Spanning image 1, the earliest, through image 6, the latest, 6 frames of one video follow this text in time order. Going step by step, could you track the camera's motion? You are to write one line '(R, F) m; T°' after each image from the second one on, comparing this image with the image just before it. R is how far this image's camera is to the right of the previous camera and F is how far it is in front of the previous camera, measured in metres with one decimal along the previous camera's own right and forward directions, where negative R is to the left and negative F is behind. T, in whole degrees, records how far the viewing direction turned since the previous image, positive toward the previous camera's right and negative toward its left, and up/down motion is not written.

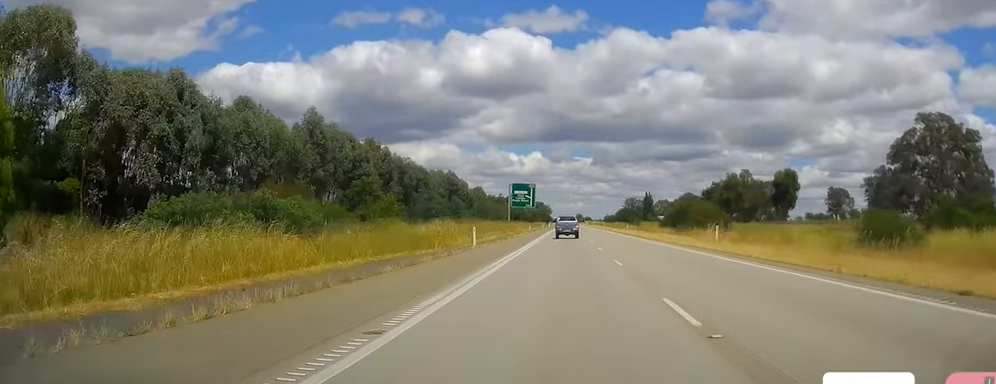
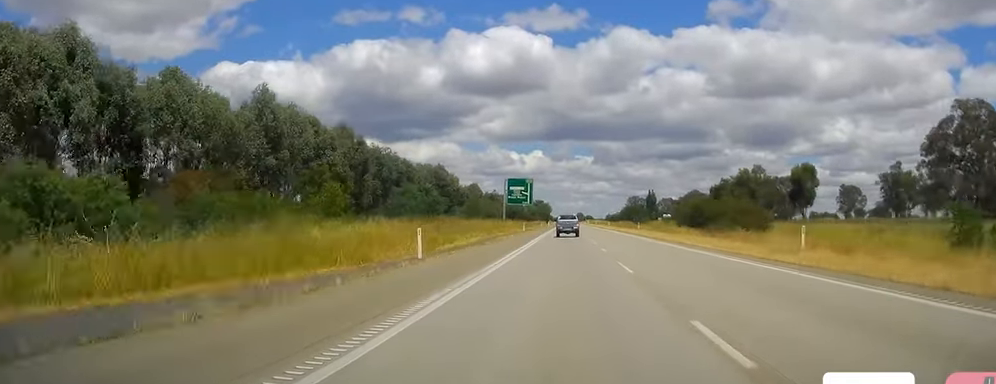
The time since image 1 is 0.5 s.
(+0.6, +15.3) m; 0°
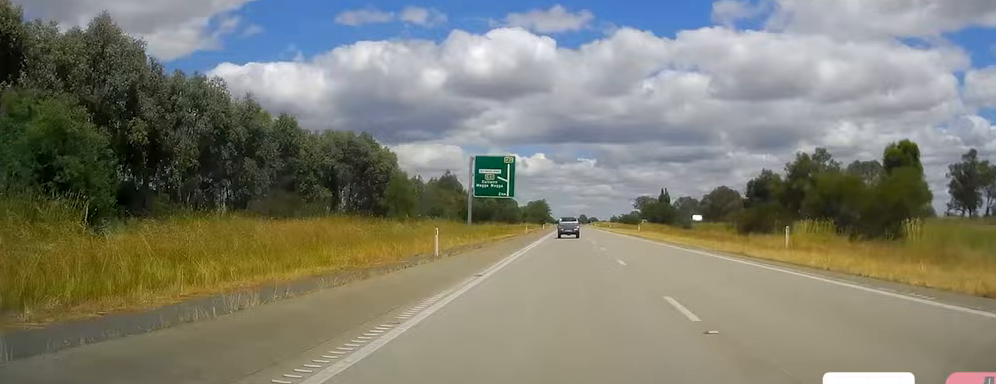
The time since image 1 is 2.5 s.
(0.0, +57.4) m; 0°
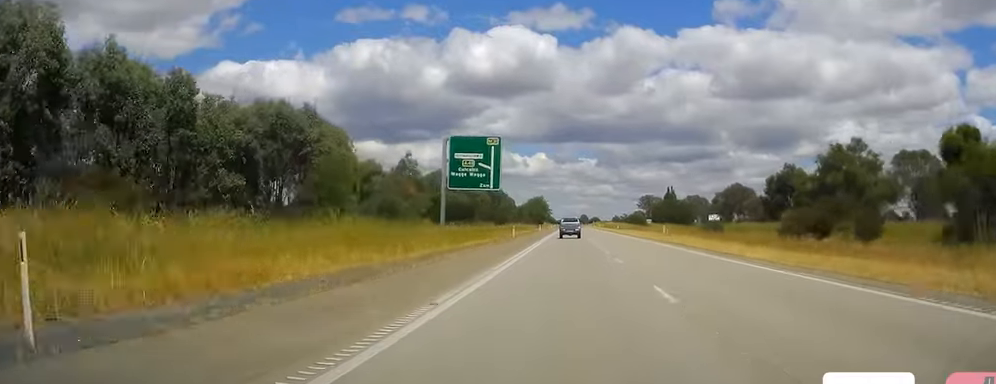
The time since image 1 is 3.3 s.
(0.0, +21.9) m; 0°
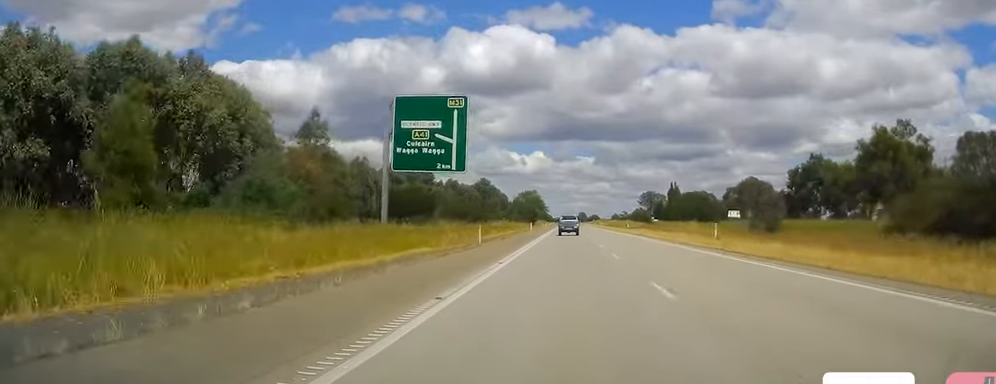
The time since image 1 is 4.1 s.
(-0.5, +23.9) m; 0°
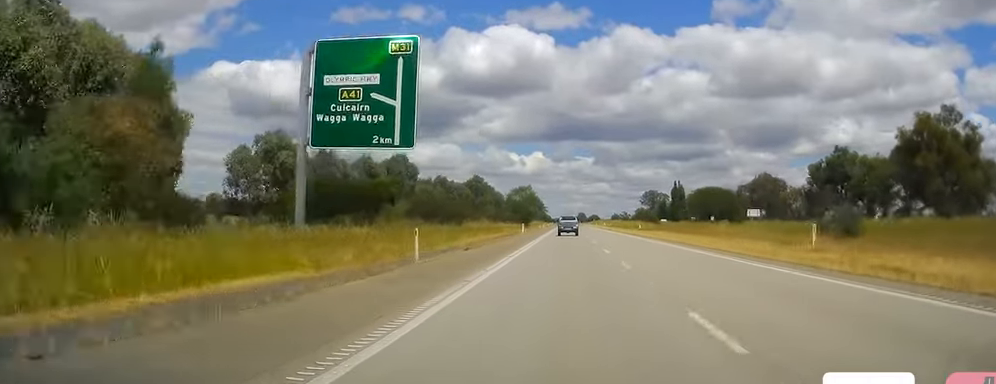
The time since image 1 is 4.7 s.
(+0.2, +17.3) m; +1°
